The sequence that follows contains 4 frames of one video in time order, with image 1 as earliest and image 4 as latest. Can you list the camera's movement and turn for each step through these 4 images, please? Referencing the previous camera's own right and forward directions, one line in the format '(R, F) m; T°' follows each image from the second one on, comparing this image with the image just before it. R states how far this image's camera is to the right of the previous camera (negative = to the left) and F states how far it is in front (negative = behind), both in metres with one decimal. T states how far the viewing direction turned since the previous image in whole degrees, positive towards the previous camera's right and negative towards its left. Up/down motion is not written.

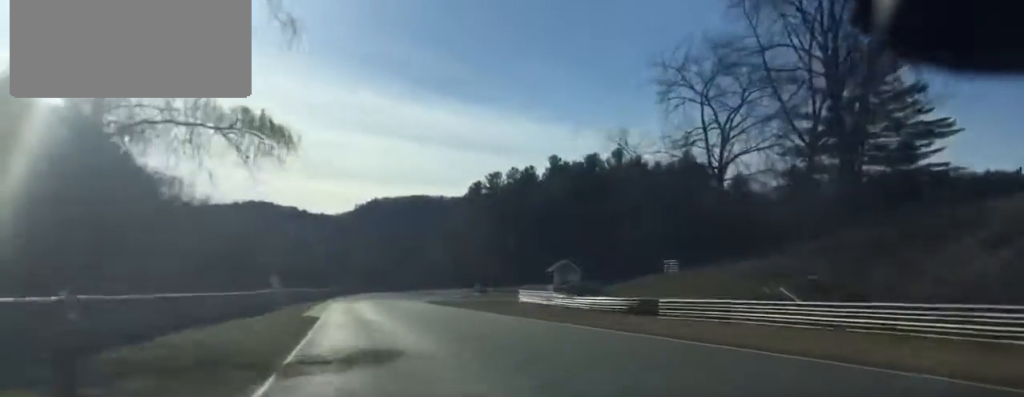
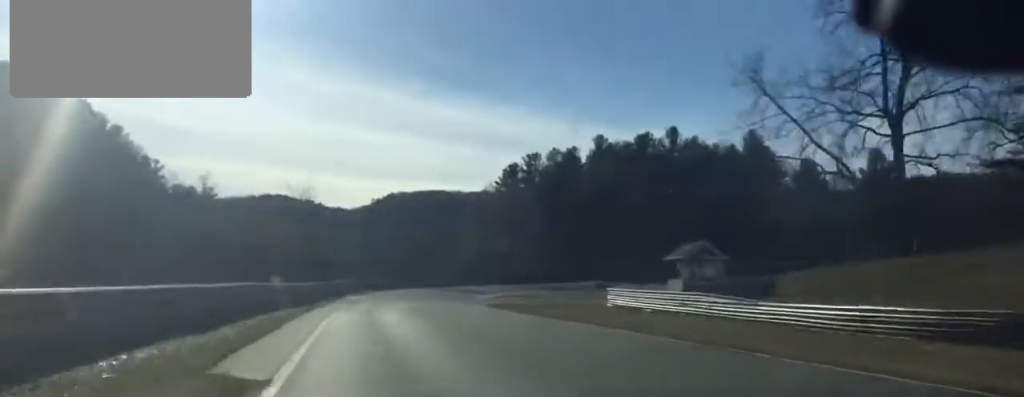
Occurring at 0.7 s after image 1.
(-0.7, +26.0) m; 0°
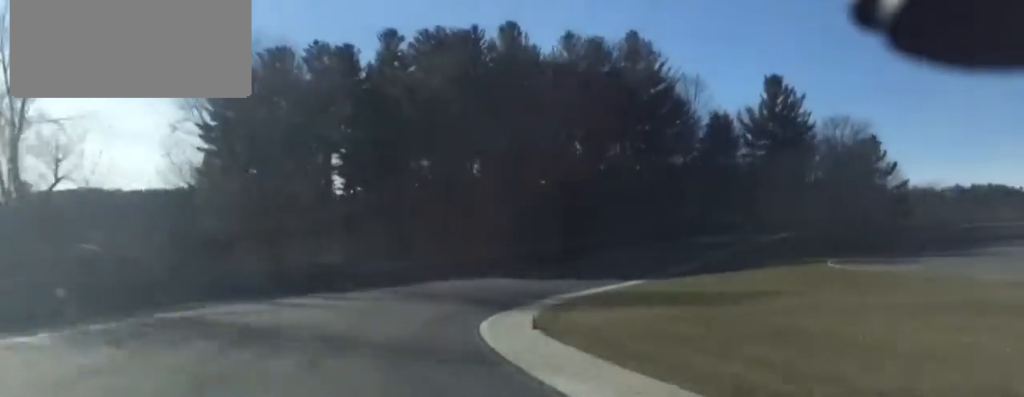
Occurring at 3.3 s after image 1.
(+6.0, +80.6) m; +16°
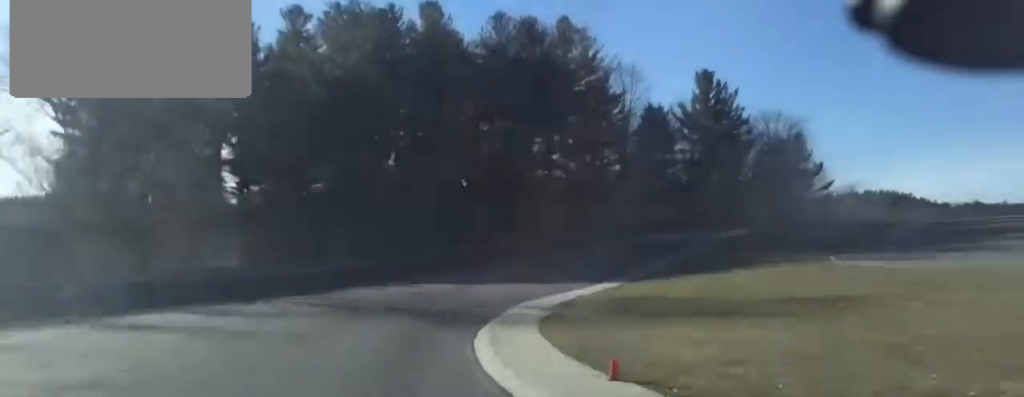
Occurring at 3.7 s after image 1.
(+0.2, +11.9) m; +11°
